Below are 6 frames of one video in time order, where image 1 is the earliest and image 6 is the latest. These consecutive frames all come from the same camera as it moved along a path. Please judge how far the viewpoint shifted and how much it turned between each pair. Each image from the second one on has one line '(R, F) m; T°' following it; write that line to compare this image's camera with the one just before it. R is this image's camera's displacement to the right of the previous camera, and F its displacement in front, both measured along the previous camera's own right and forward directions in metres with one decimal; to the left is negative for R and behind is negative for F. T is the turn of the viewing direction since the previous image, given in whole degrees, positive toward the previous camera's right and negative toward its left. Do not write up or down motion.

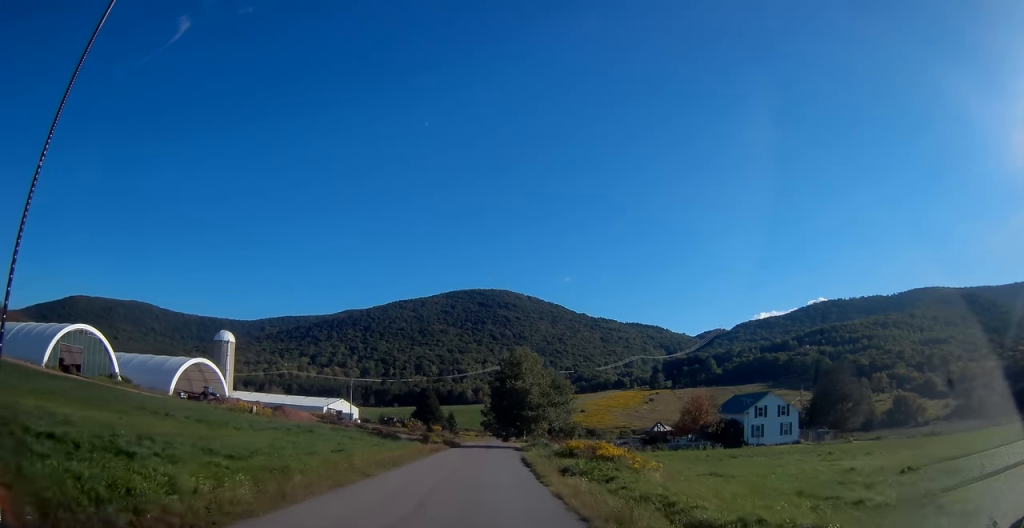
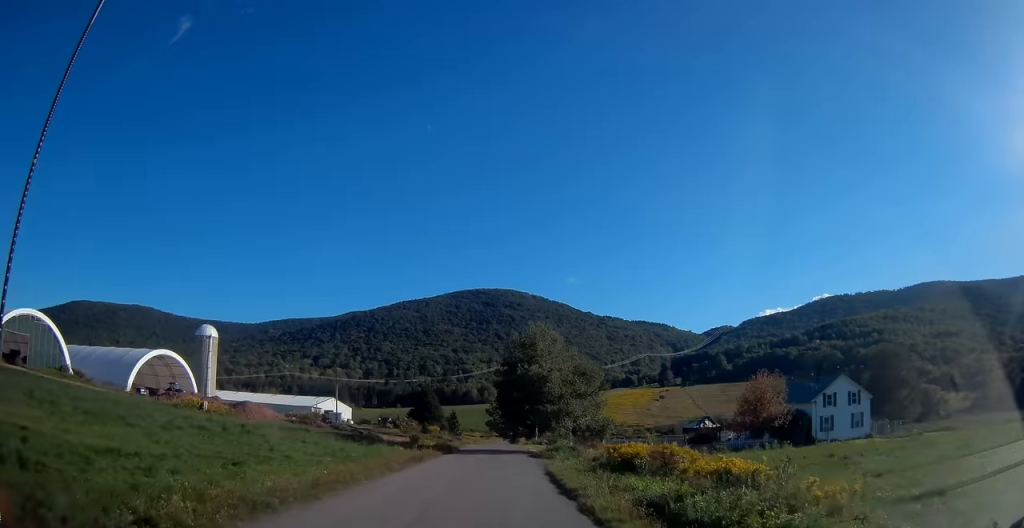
(-0.3, +14.3) m; -1°
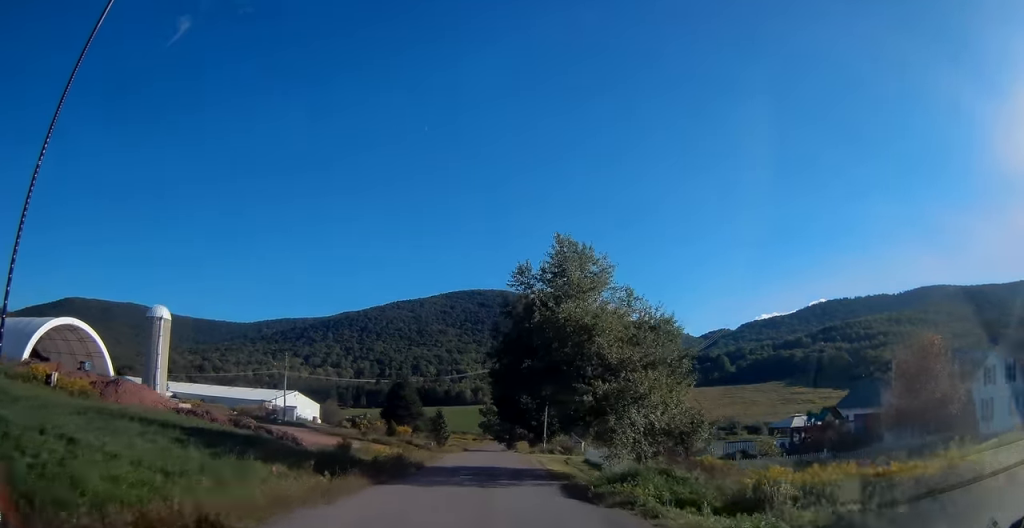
(0.0, +22.8) m; 0°
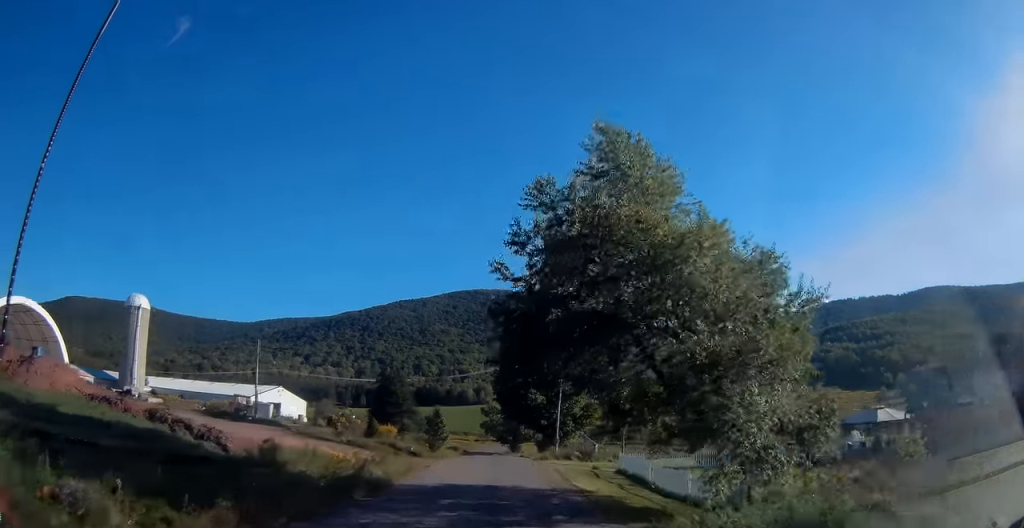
(0.0, +10.5) m; 0°
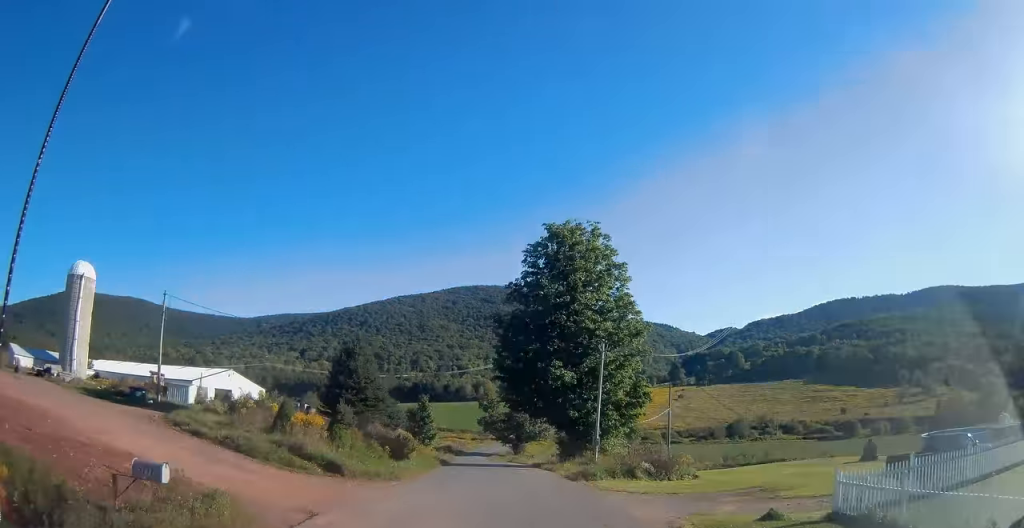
(+0.4, +21.2) m; +1°
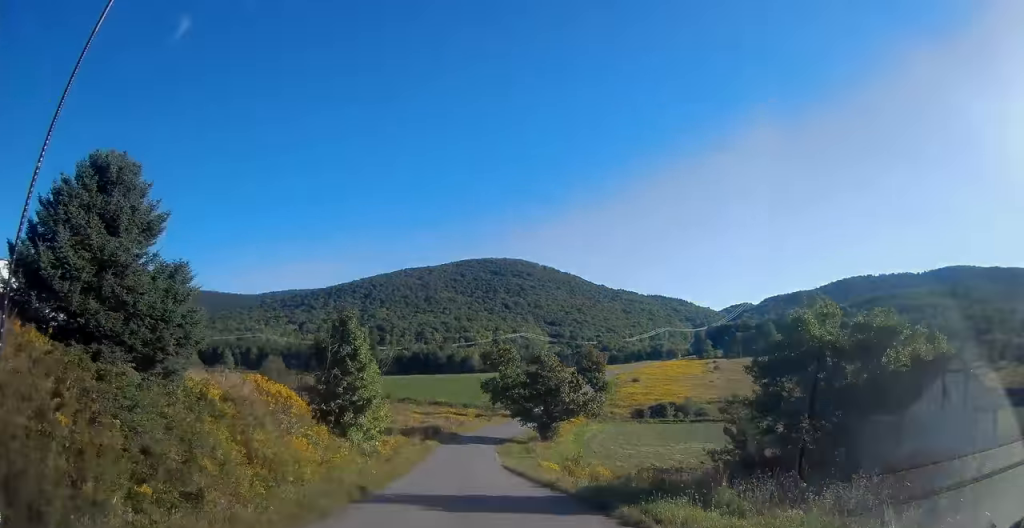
(-1.5, +50.2) m; -2°
